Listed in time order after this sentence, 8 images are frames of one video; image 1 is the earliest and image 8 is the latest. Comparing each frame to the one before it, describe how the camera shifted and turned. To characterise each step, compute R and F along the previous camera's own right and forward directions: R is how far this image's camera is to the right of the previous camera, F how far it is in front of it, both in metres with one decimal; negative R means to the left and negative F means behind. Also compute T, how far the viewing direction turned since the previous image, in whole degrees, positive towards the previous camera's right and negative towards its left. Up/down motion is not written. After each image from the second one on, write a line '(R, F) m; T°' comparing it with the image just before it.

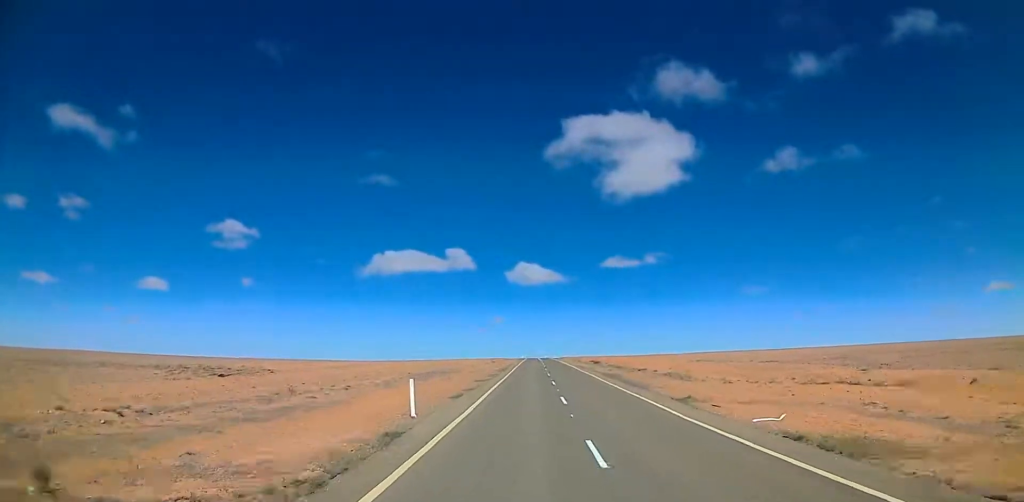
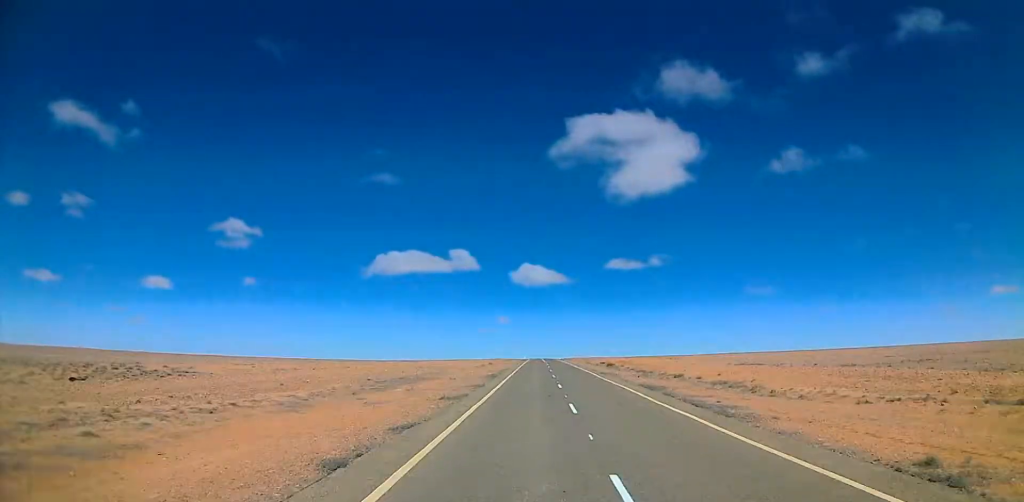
(-0.1, +15.1) m; 0°
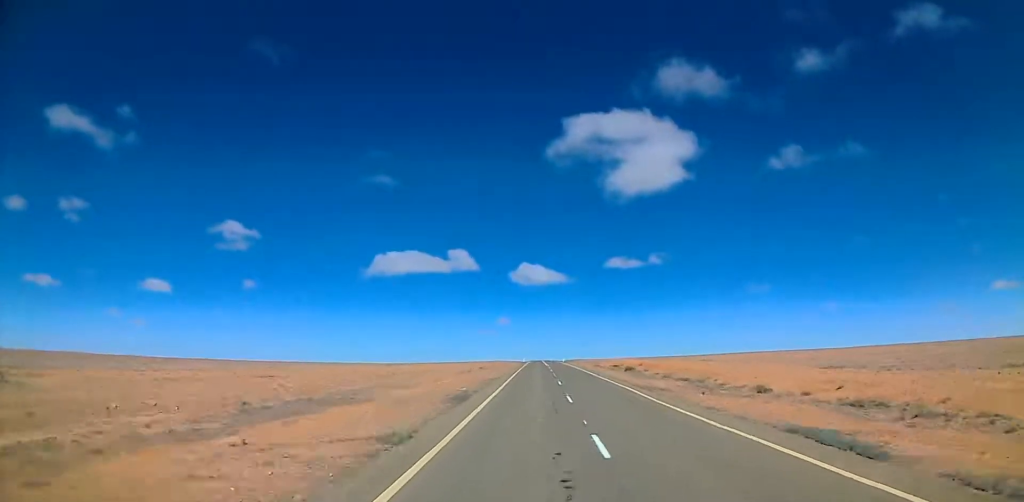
(-0.1, +19.3) m; 0°
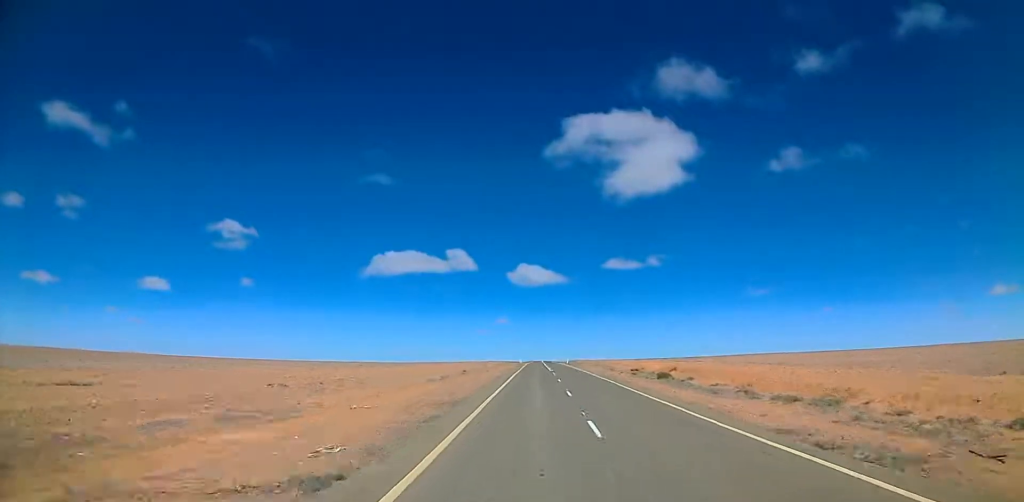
(-0.1, +21.0) m; 0°
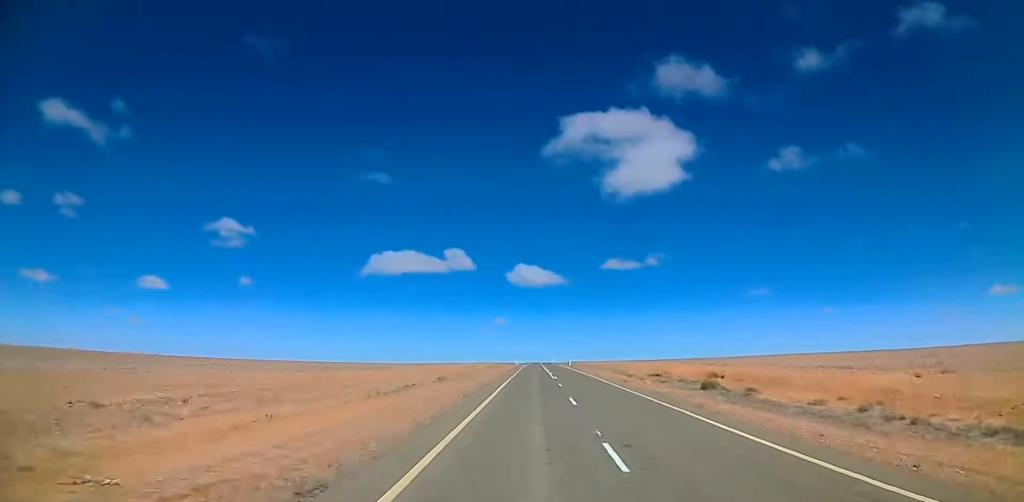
(0.0, +14.1) m; +1°
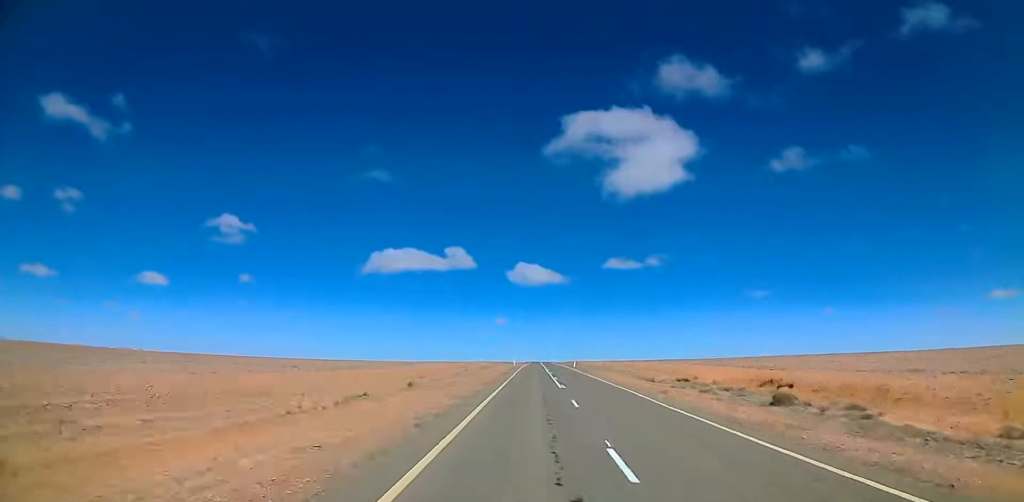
(+0.1, +11.1) m; +1°
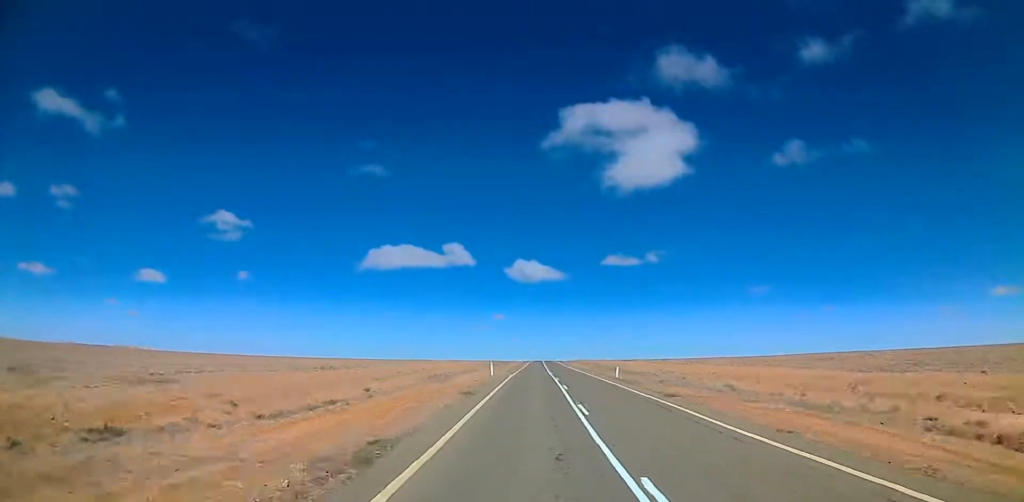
(+0.8, +48.2) m; +1°
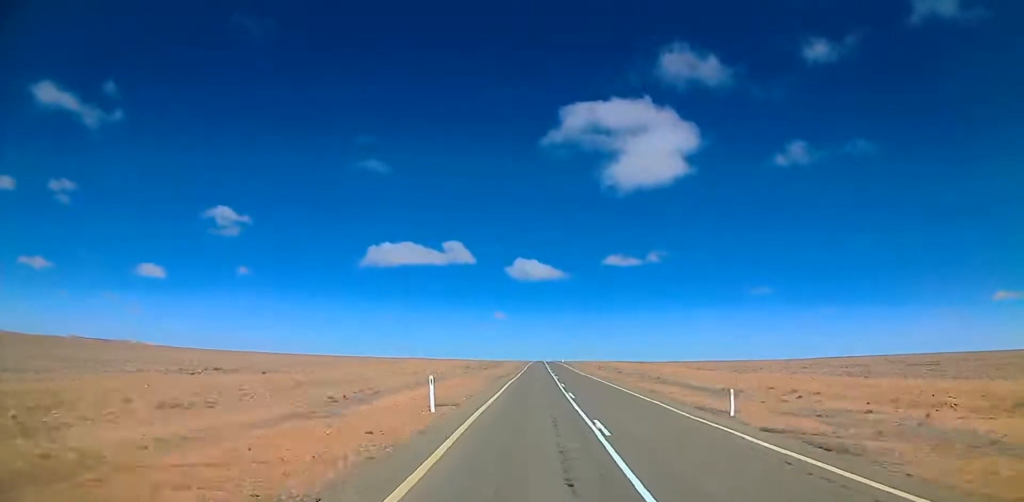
(-0.3, +29.9) m; -1°
